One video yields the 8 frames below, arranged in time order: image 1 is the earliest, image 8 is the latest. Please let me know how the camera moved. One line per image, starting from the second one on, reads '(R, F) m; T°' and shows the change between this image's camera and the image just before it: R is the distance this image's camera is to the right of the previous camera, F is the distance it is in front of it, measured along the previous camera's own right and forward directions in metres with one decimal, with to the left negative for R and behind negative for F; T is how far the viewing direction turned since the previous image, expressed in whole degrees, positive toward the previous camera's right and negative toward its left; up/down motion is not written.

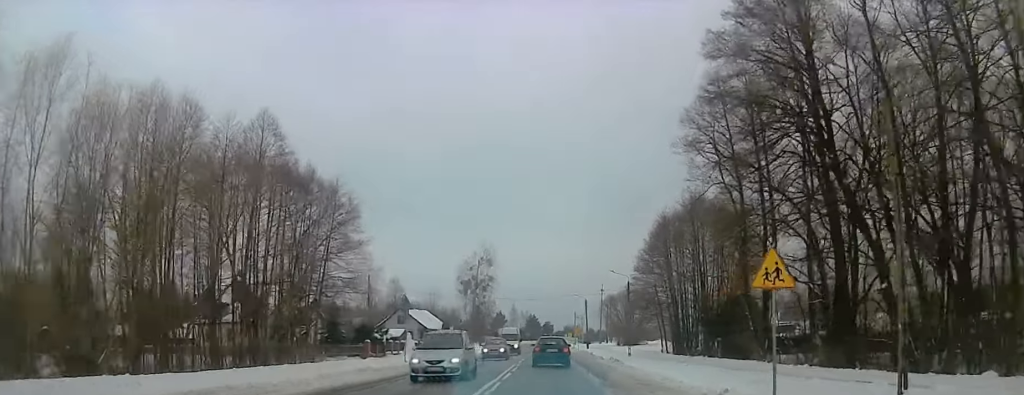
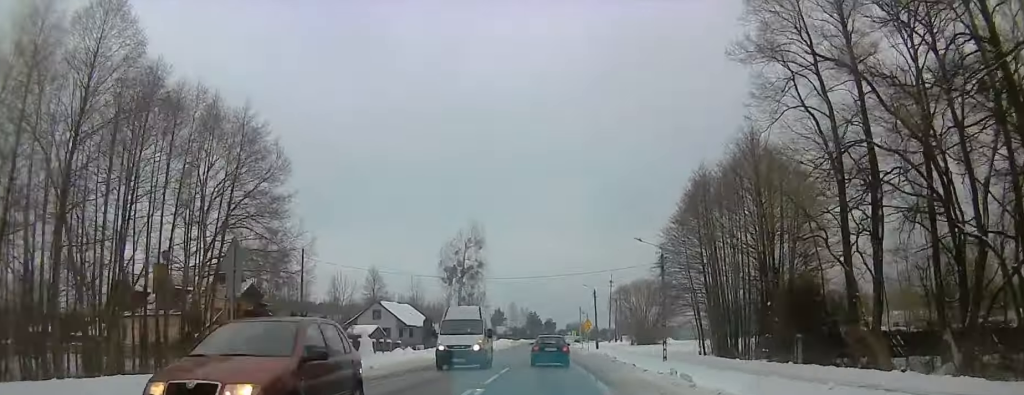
(-0.2, +18.6) m; 0°
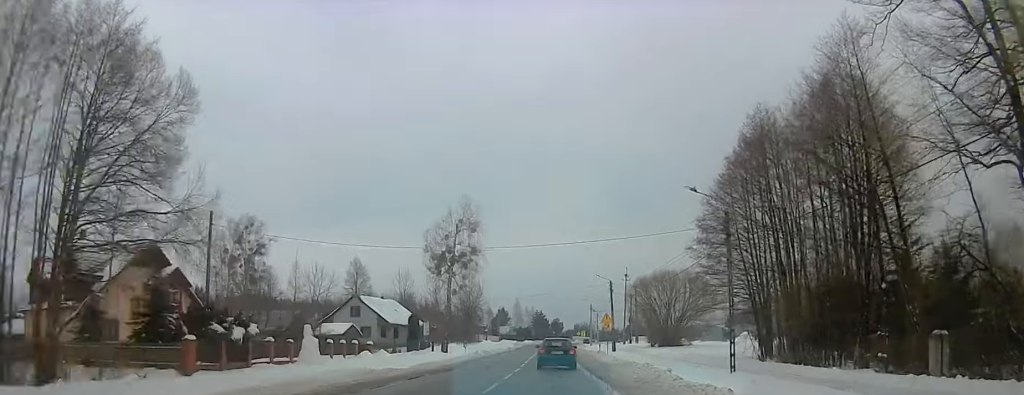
(+0.7, +14.8) m; 0°
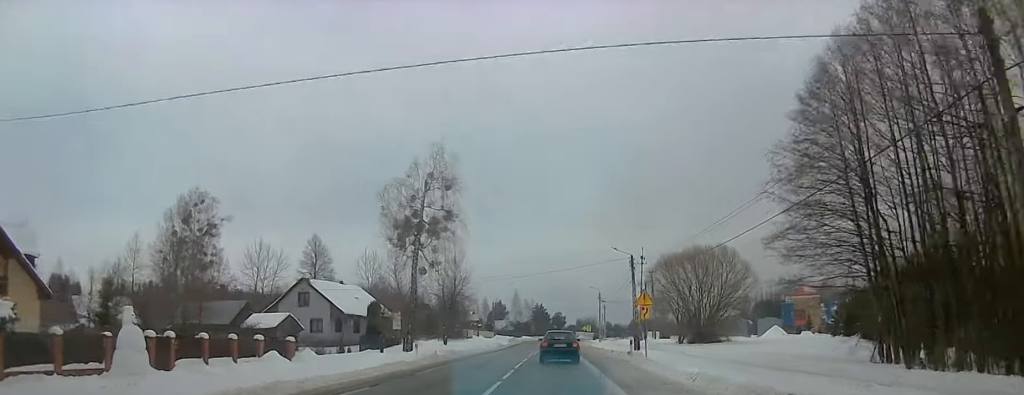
(-1.3, +18.9) m; -2°
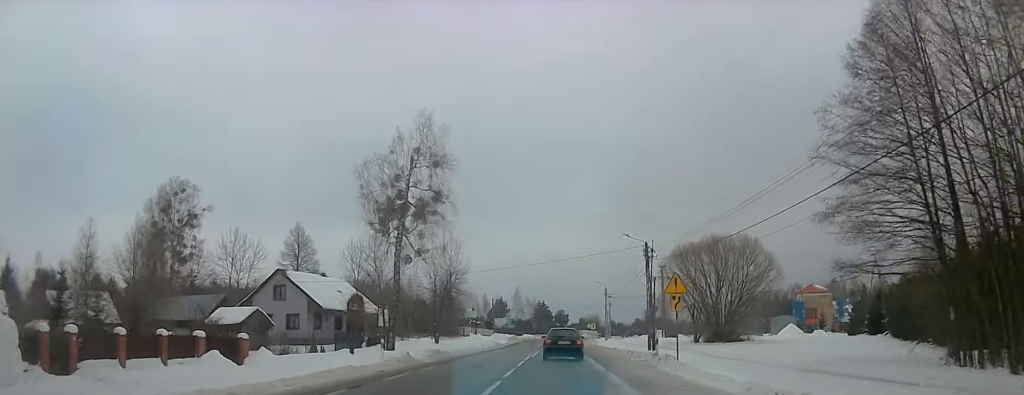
(-0.1, +7.2) m; +2°
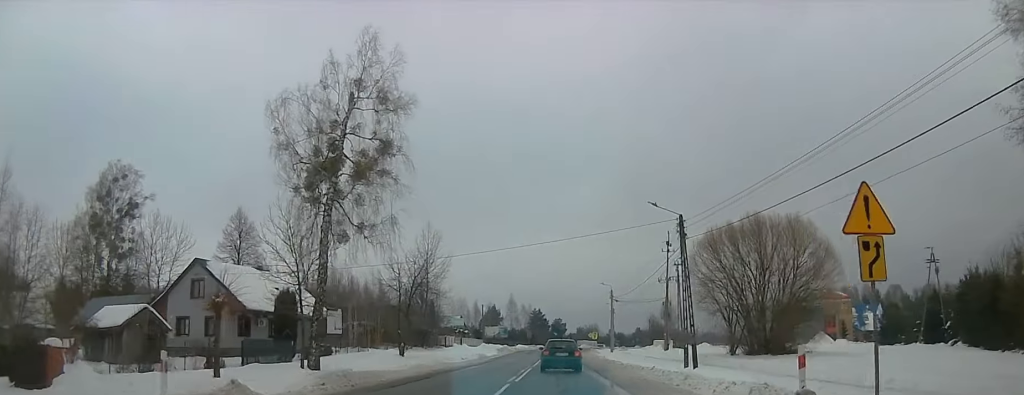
(+0.5, +15.2) m; 0°
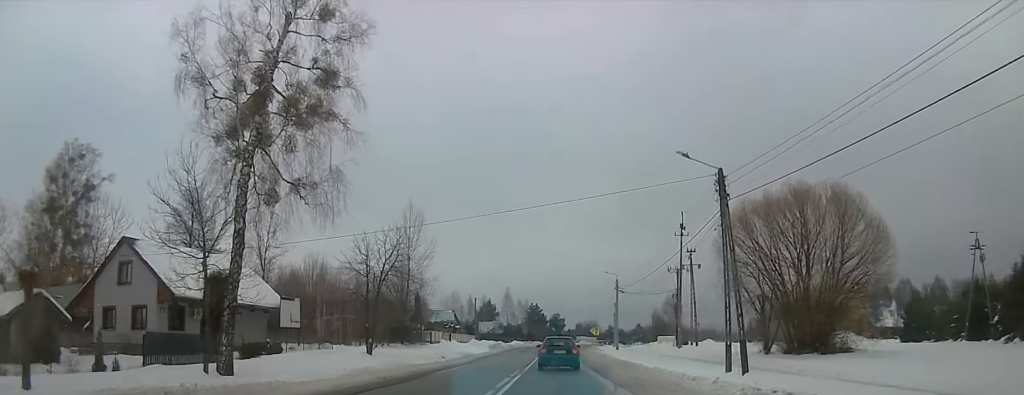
(-0.6, +9.3) m; 0°
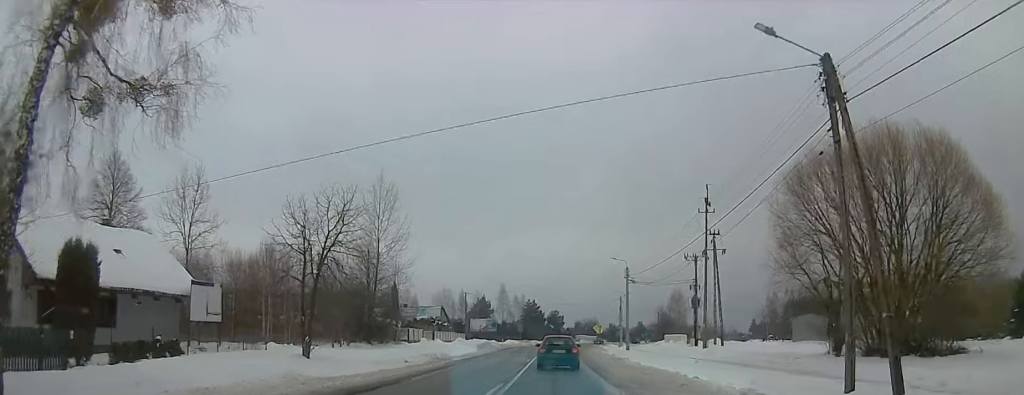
(+0.8, +11.8) m; 0°
